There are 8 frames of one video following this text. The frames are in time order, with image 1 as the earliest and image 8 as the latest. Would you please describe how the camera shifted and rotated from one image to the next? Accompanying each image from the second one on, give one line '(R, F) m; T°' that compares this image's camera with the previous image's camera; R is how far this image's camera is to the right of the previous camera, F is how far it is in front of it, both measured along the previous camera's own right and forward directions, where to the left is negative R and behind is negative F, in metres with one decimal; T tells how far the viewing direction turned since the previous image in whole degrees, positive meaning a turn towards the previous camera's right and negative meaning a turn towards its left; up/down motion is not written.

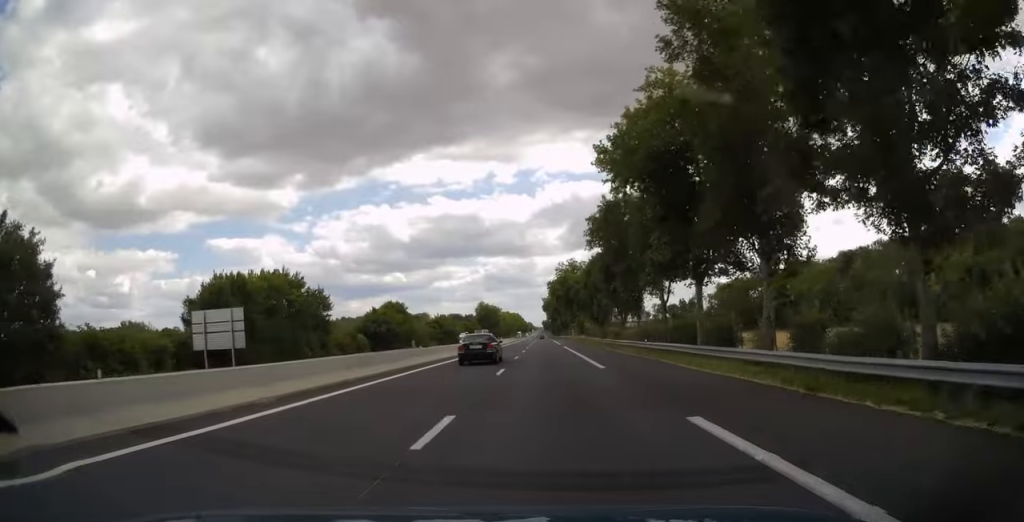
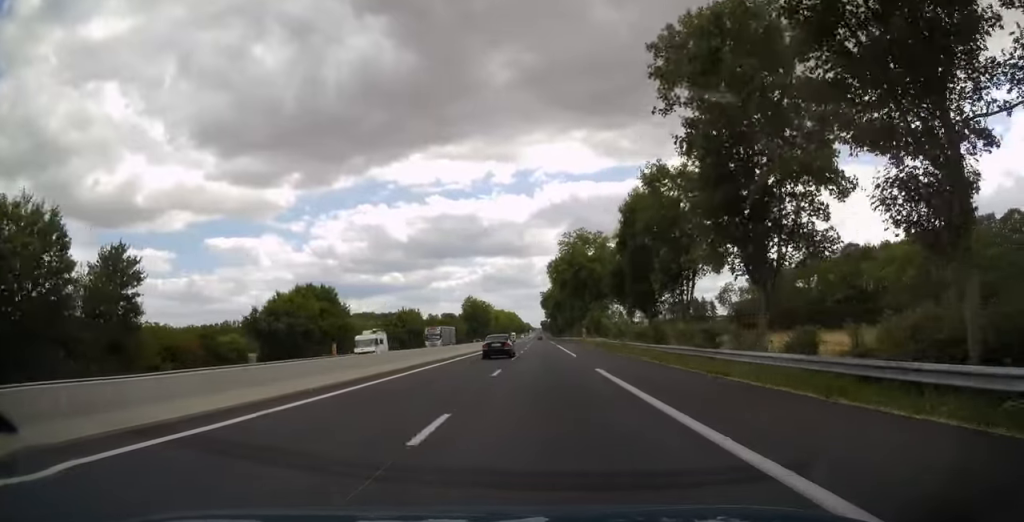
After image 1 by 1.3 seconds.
(-0.1, +38.9) m; 0°
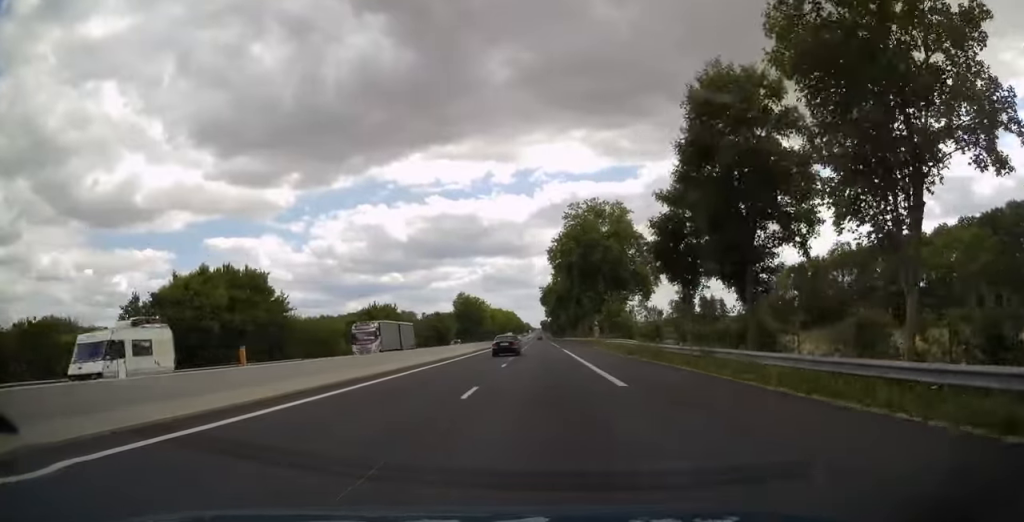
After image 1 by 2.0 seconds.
(+0.1, +20.7) m; 0°
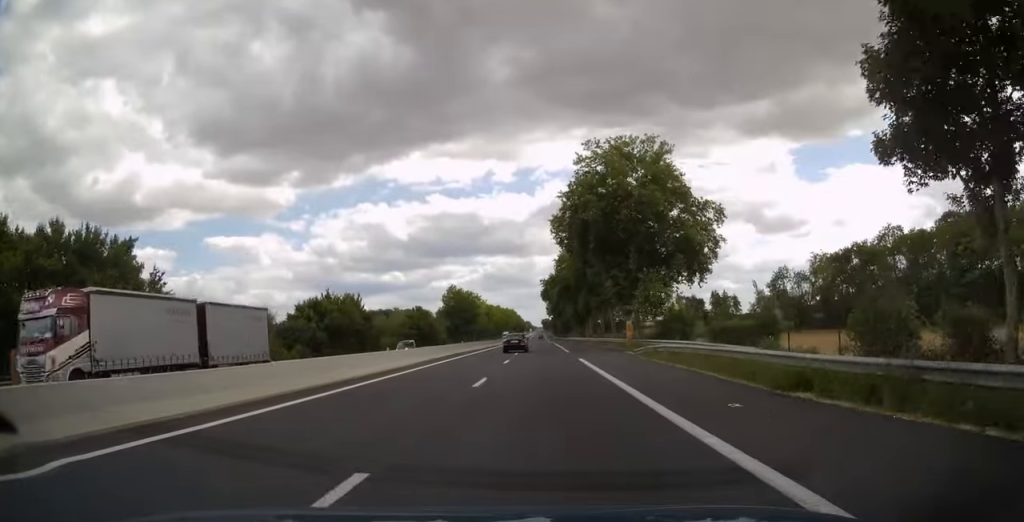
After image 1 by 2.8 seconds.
(0.0, +23.1) m; 0°
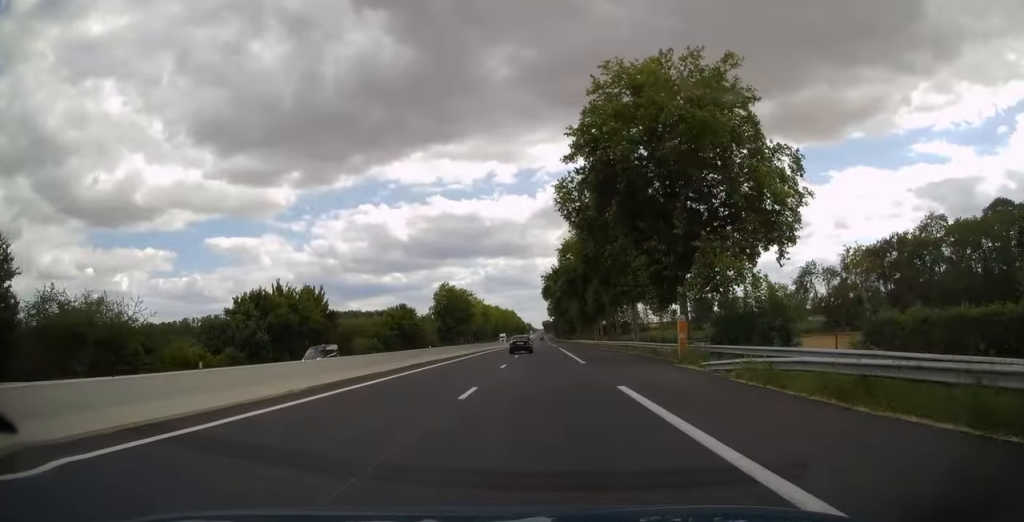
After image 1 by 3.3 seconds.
(0.0, +15.7) m; 0°
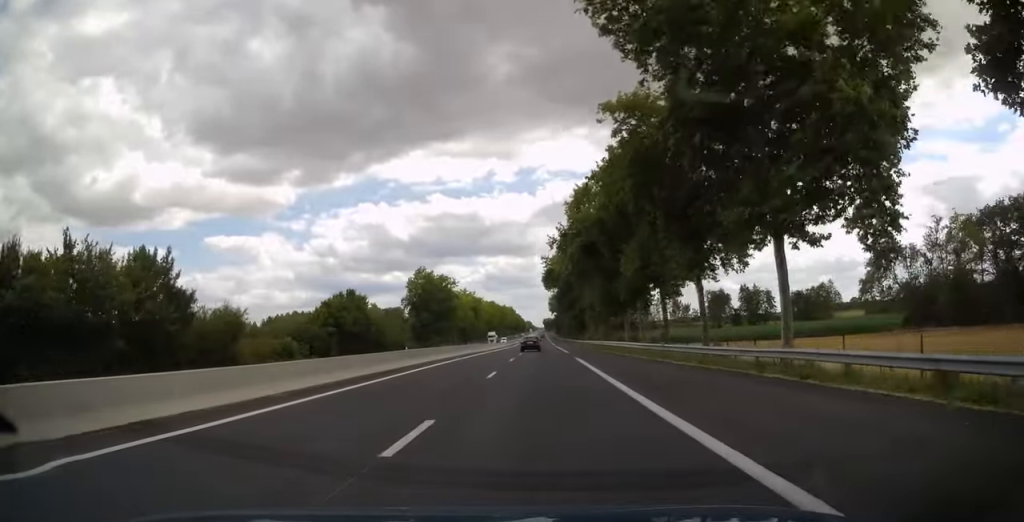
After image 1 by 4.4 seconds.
(-0.1, +32.5) m; 0°
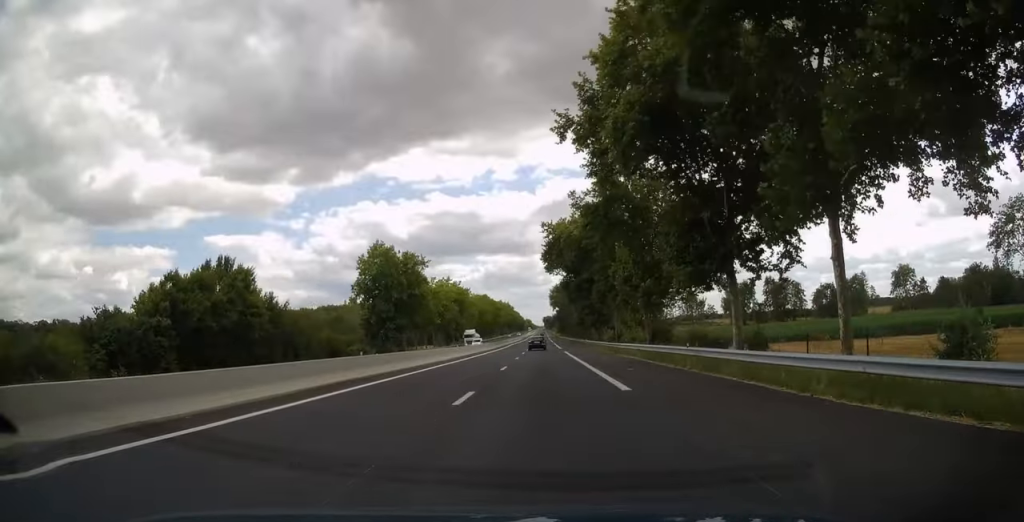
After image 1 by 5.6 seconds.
(0.0, +34.0) m; 0°
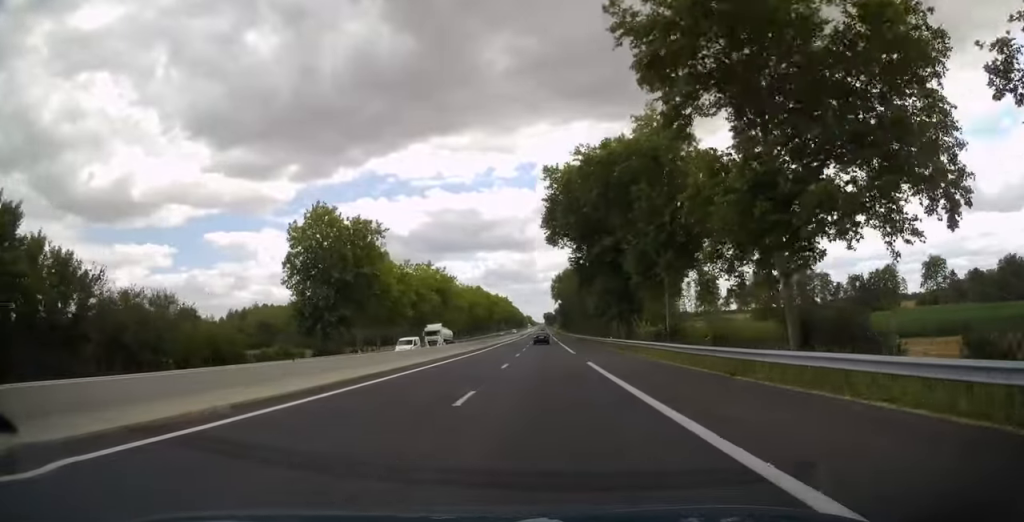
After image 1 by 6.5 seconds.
(+0.1, +26.6) m; 0°
